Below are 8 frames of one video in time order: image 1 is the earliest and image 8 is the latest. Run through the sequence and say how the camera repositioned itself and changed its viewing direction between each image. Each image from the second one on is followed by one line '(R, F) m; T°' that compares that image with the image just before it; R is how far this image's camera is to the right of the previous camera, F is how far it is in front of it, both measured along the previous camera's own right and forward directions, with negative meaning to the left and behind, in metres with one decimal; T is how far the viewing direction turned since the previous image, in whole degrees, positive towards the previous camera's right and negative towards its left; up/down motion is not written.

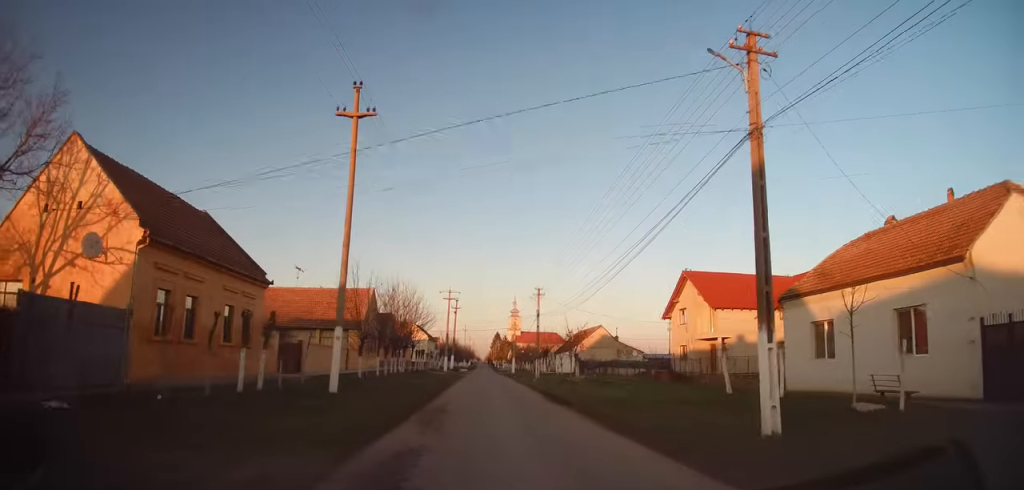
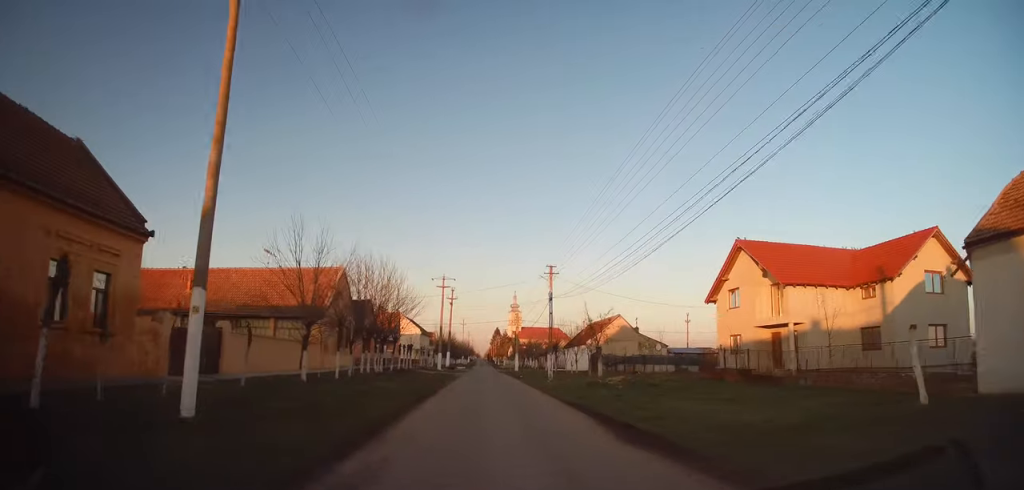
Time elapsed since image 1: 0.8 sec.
(-0.2, +10.1) m; +1°
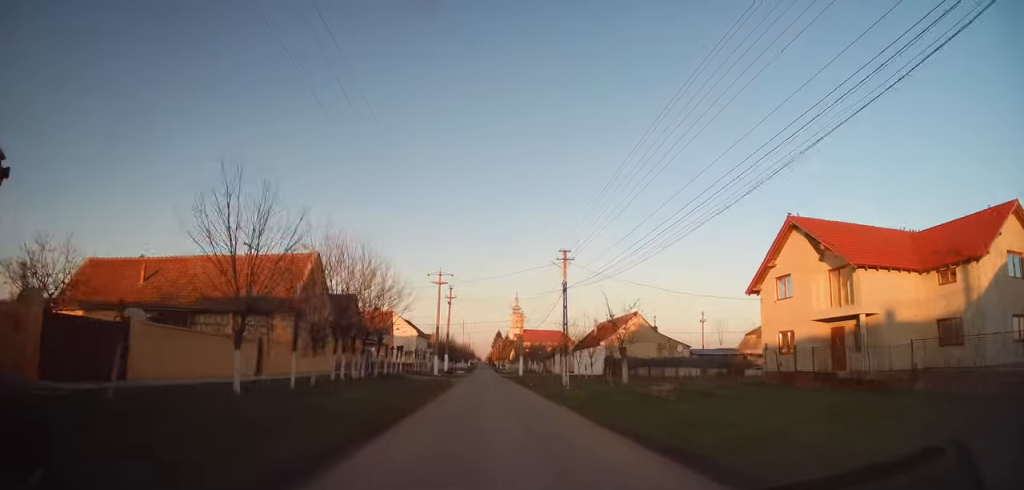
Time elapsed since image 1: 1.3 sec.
(-0.1, +6.4) m; 0°
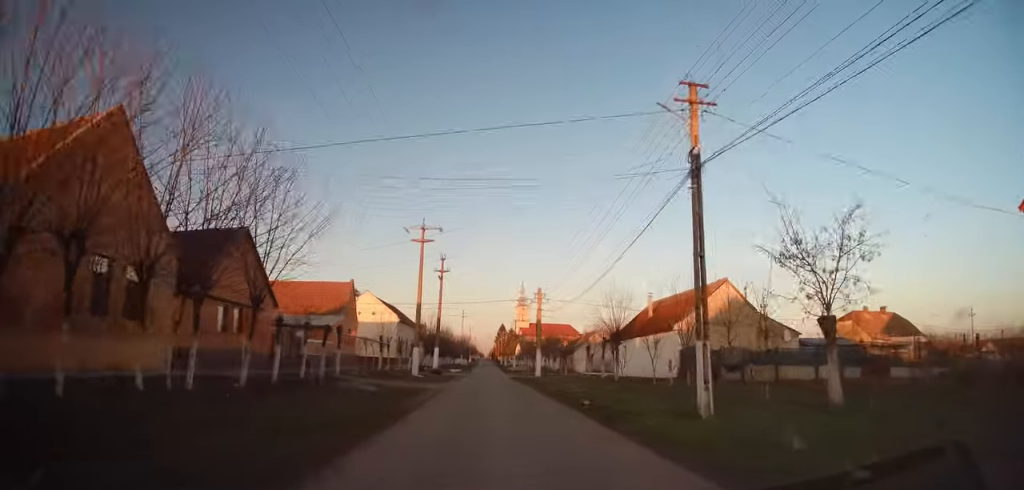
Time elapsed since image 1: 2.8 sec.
(+0.1, +20.0) m; -1°
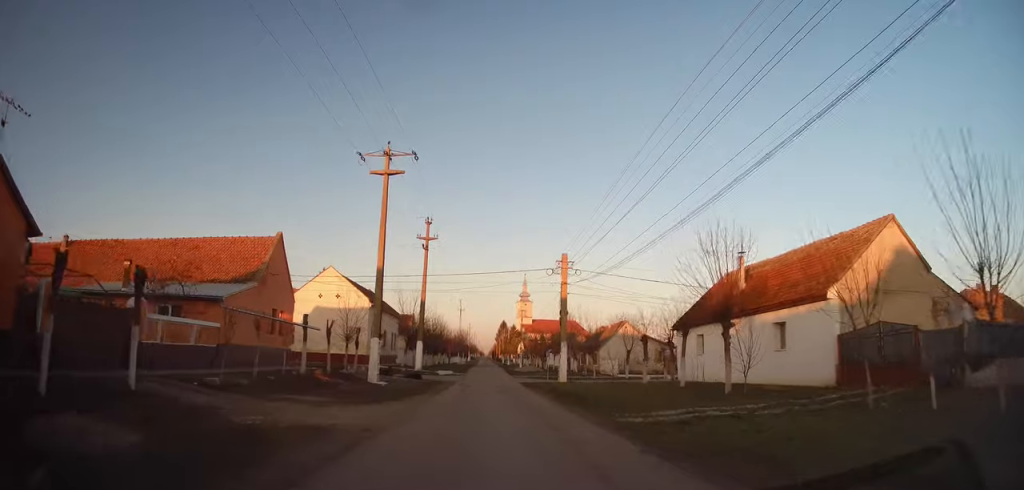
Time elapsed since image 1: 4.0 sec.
(+0.1, +15.7) m; +1°
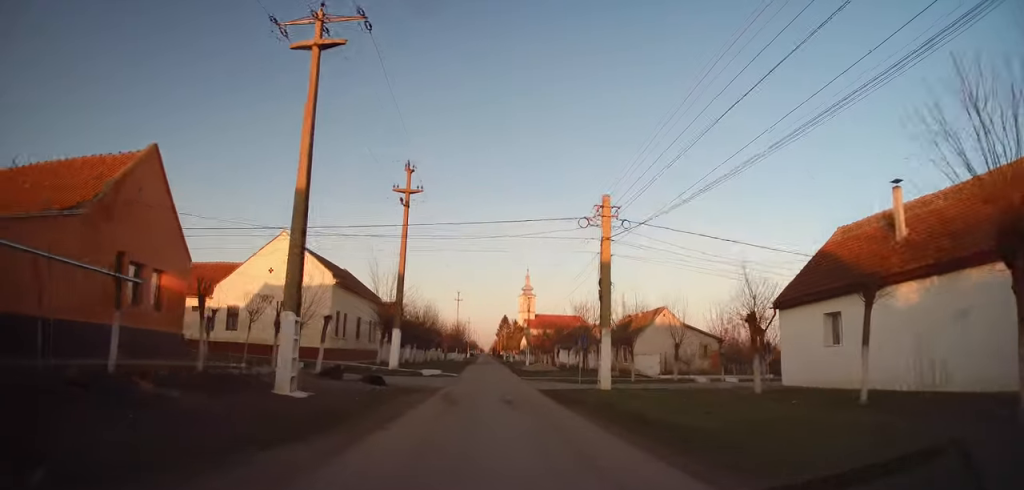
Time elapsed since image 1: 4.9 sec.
(0.0, +12.0) m; 0°
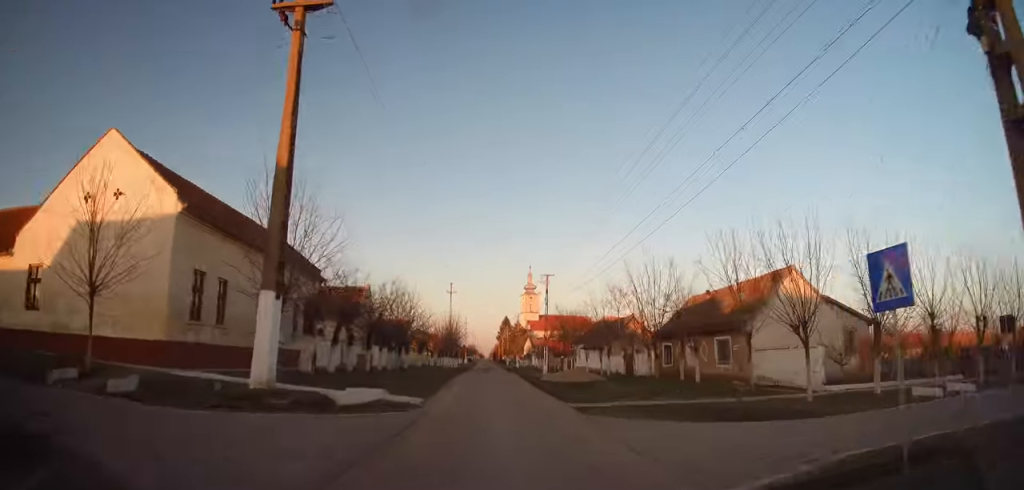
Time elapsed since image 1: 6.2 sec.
(0.0, +19.3) m; 0°
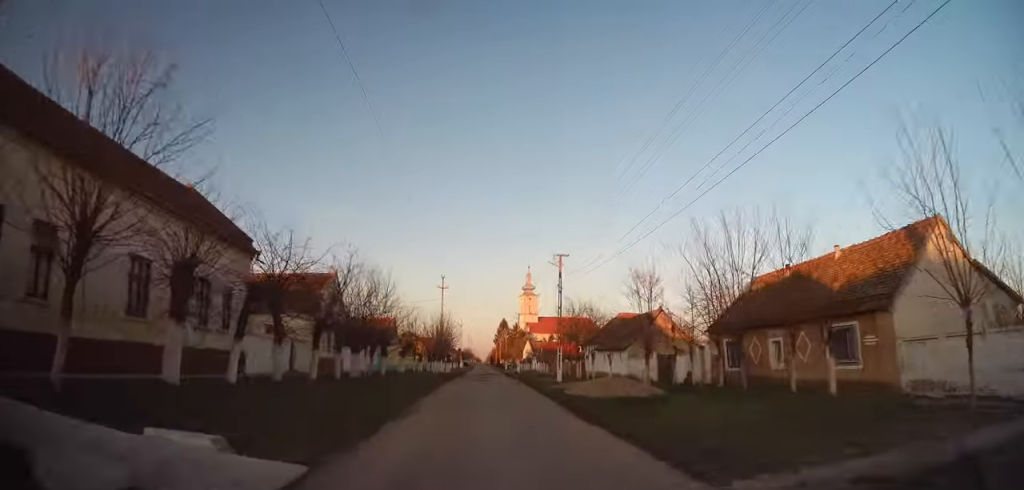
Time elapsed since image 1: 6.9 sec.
(0.0, +9.9) m; 0°
